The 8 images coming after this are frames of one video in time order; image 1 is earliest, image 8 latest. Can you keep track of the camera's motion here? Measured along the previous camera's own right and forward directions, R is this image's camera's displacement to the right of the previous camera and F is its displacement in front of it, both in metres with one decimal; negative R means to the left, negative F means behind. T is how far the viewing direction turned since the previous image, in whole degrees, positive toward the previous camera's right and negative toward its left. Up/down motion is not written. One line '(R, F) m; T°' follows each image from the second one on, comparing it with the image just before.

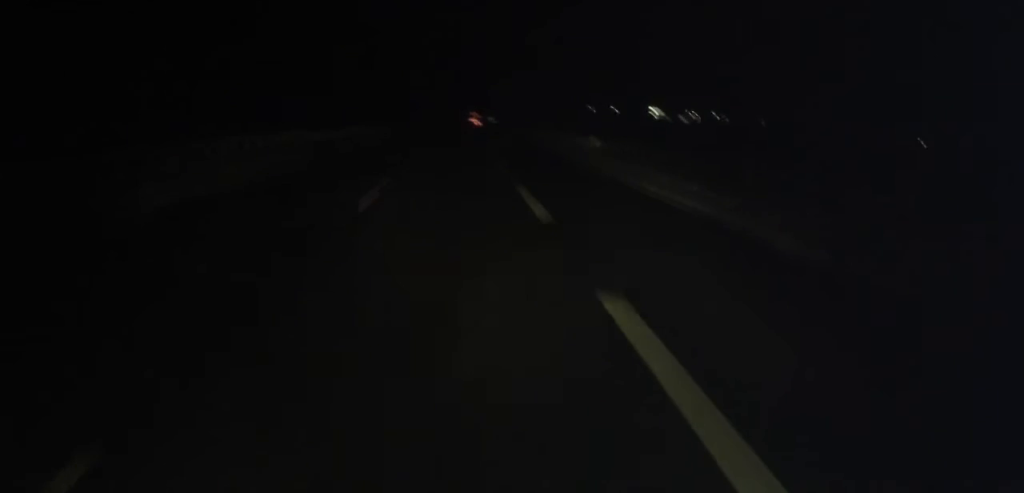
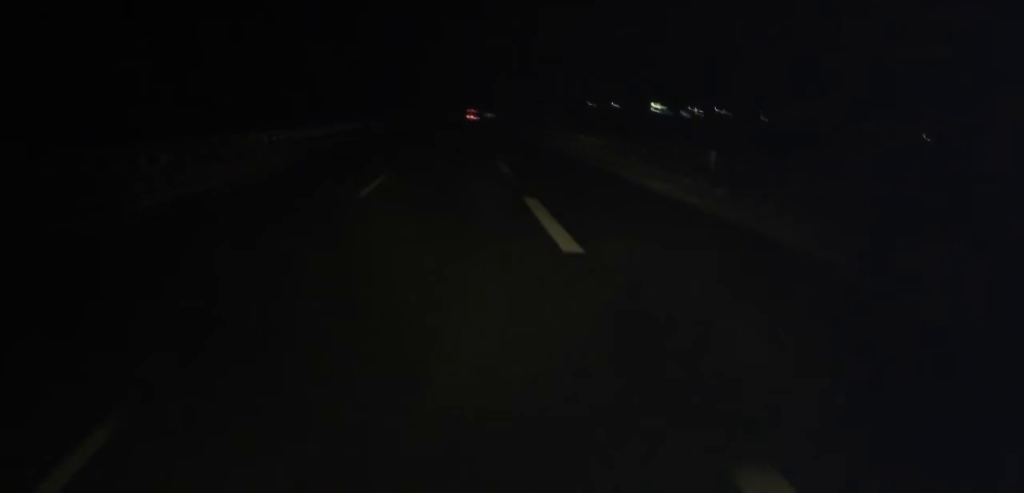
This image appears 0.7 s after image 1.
(0.0, +15.7) m; 0°
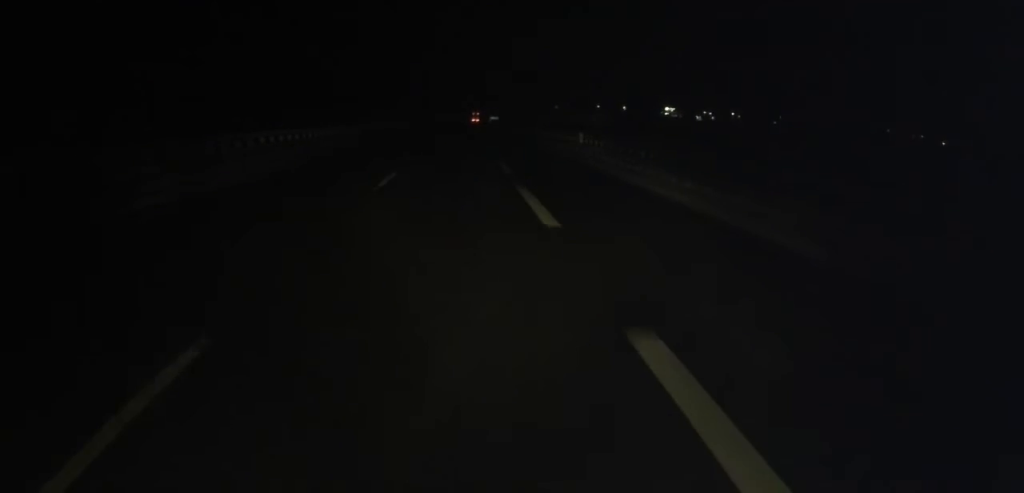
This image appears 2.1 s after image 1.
(-0.1, +32.8) m; 0°
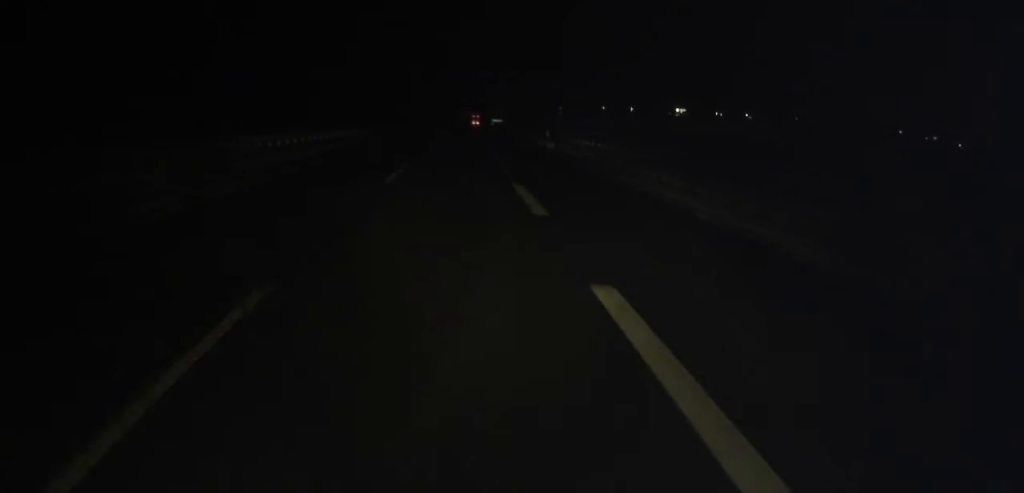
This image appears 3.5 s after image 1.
(-0.5, +33.6) m; -1°
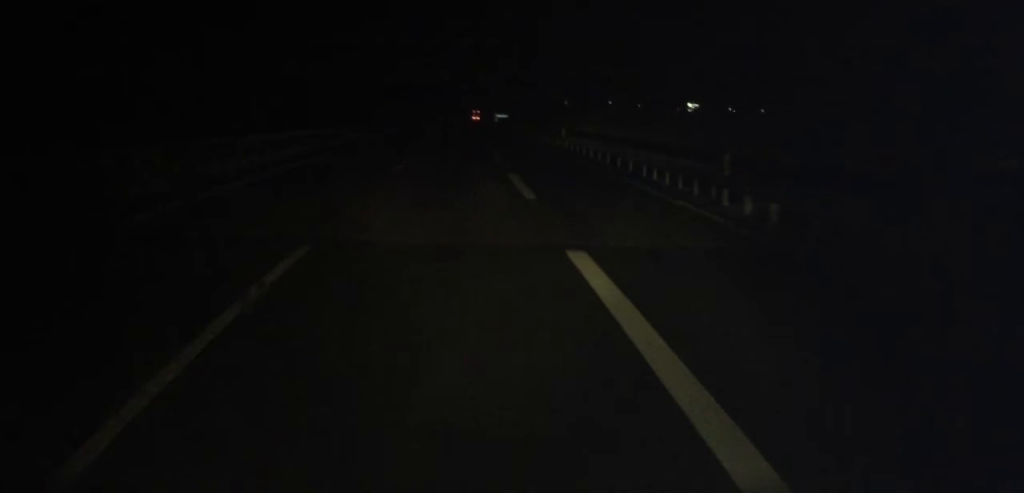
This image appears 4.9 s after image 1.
(+0.6, +33.7) m; +2°
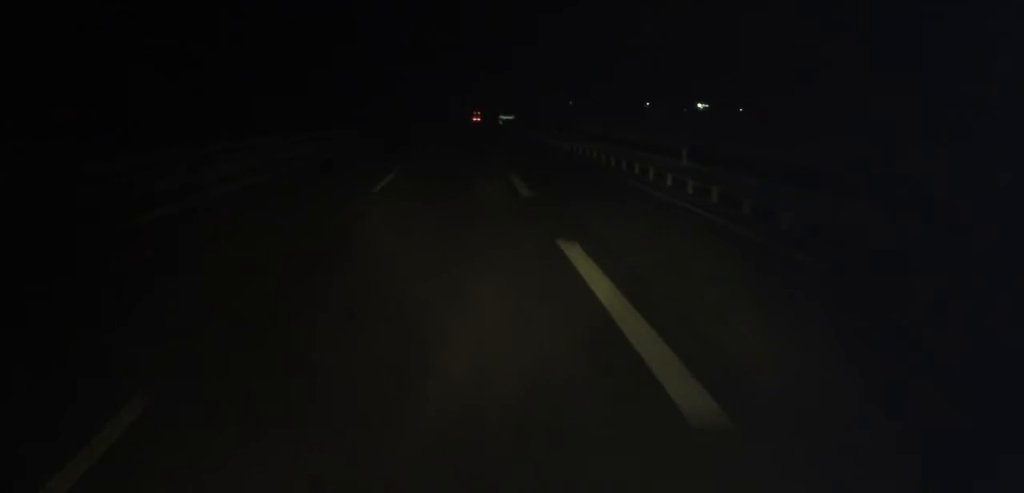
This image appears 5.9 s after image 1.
(+0.2, +22.7) m; +1°
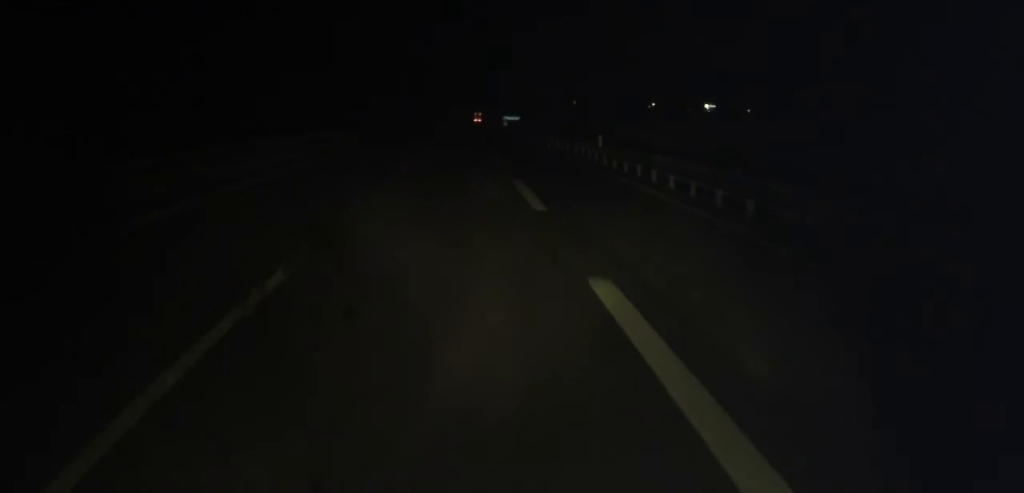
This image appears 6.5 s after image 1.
(0.0, +14.1) m; 0°
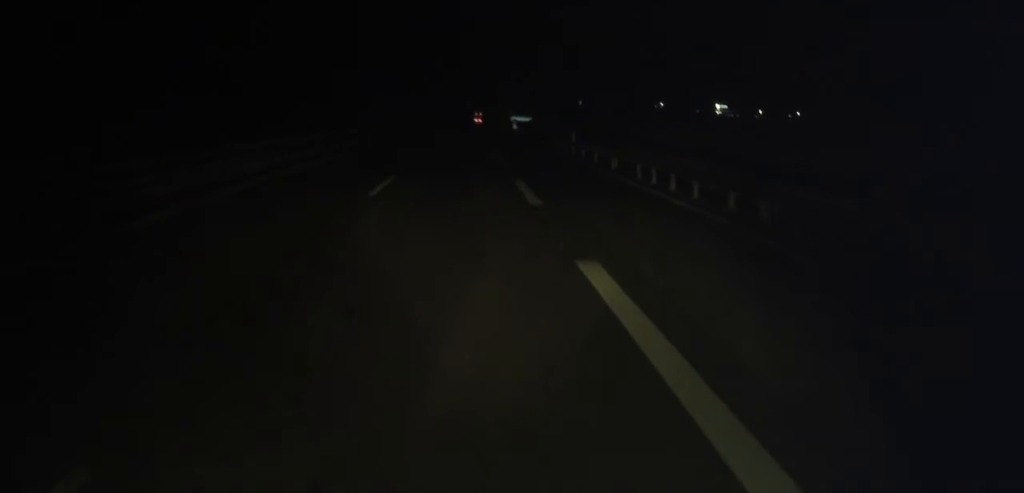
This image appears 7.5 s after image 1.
(+0.1, +22.8) m; 0°
